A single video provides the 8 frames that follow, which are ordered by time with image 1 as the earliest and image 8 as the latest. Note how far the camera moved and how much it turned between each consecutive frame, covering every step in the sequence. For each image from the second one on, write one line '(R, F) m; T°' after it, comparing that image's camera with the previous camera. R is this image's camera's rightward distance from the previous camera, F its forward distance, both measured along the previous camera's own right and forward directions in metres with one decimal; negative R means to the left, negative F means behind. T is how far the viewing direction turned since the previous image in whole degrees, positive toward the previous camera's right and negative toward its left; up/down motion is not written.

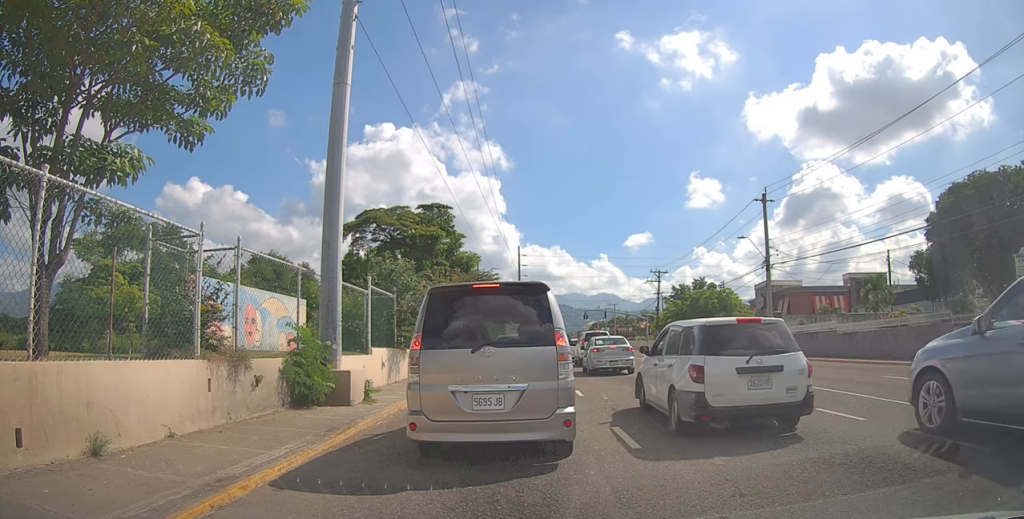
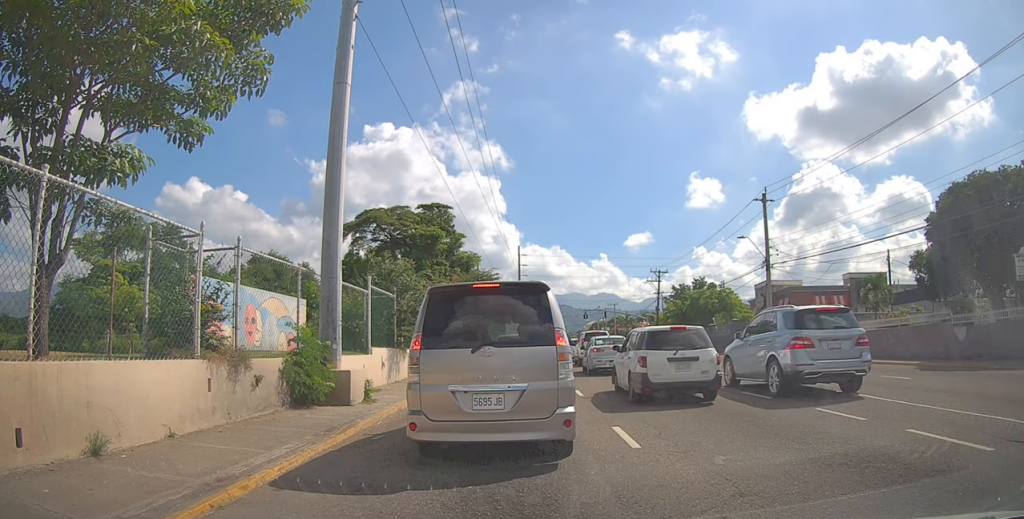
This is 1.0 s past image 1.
(0.0, 0.0) m; 0°
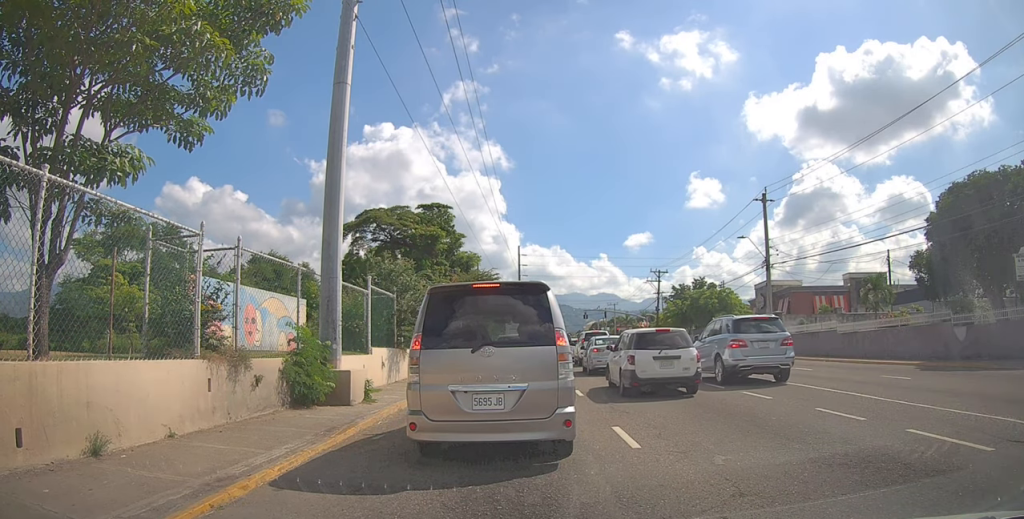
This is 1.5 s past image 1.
(0.0, 0.0) m; 0°
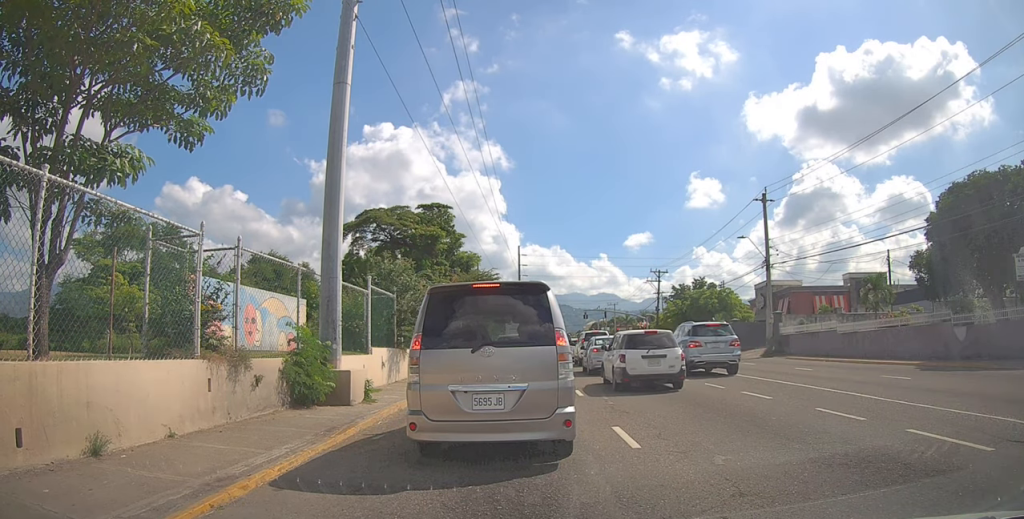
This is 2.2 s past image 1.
(0.0, 0.0) m; 0°
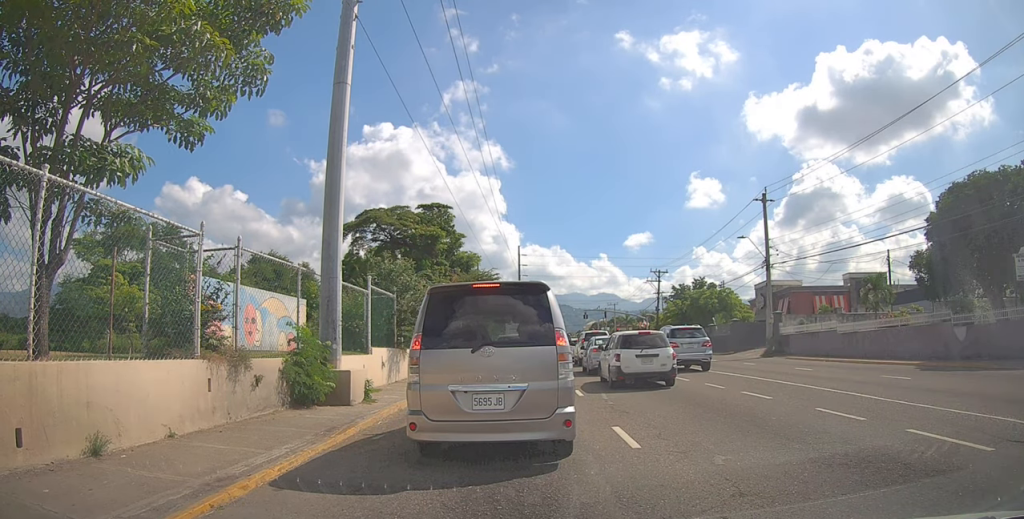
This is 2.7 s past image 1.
(0.0, 0.0) m; 0°
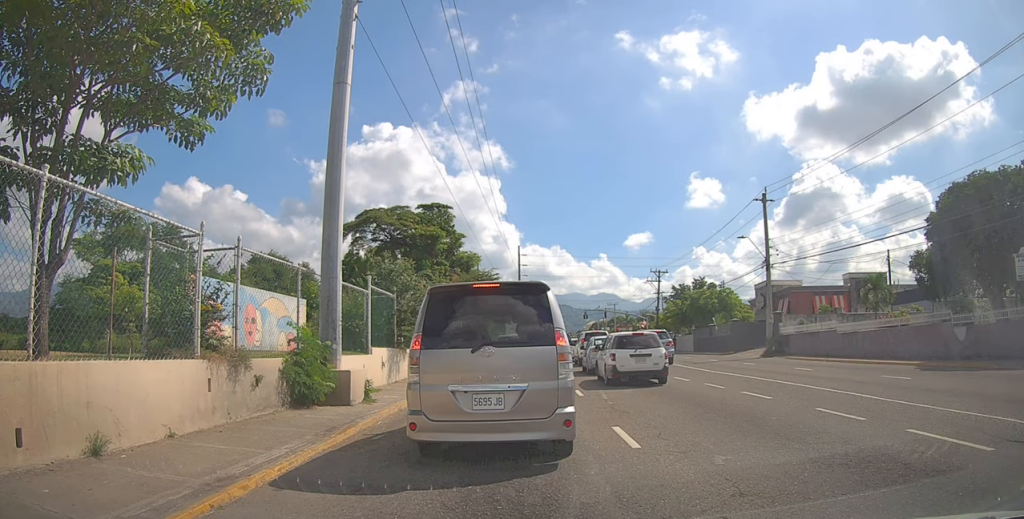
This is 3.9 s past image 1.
(0.0, 0.0) m; 0°
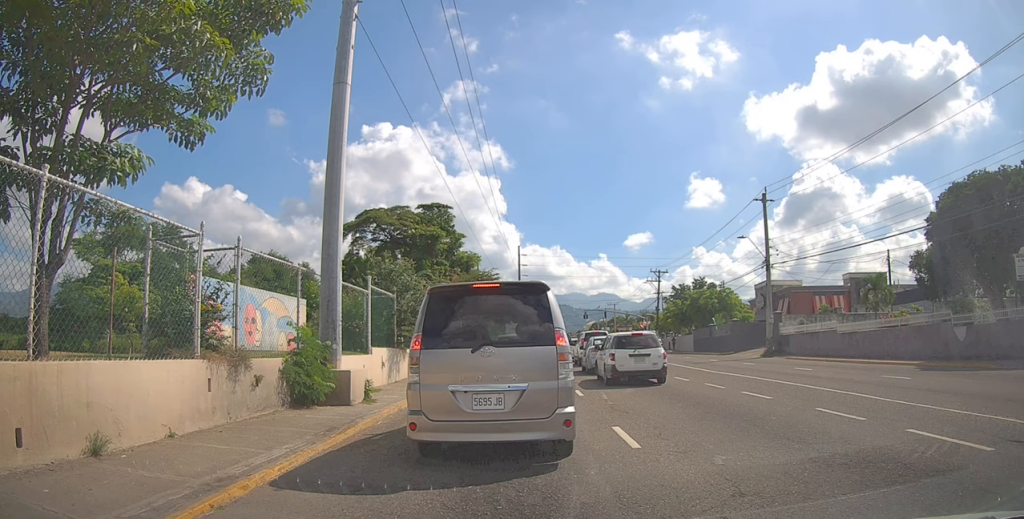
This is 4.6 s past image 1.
(0.0, 0.0) m; 0°
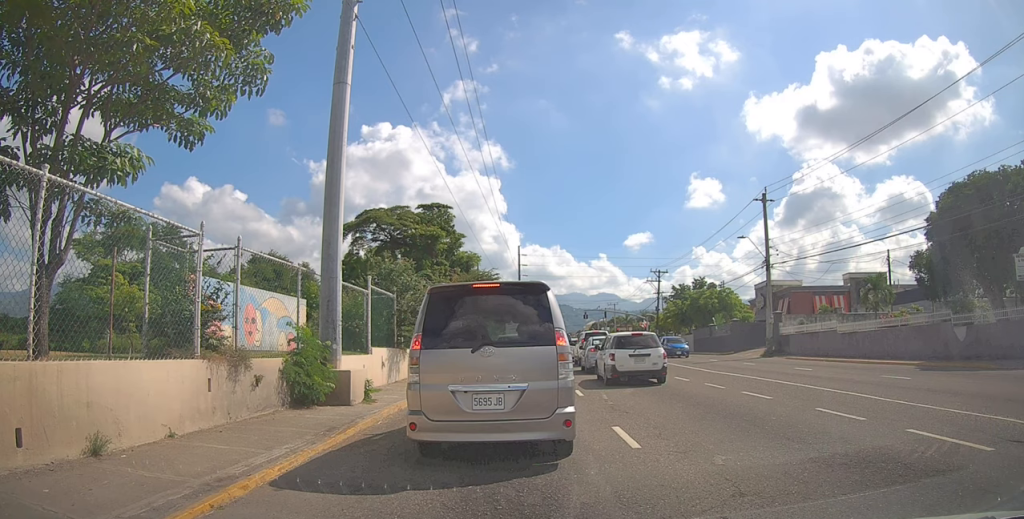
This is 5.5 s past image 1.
(0.0, 0.0) m; 0°
